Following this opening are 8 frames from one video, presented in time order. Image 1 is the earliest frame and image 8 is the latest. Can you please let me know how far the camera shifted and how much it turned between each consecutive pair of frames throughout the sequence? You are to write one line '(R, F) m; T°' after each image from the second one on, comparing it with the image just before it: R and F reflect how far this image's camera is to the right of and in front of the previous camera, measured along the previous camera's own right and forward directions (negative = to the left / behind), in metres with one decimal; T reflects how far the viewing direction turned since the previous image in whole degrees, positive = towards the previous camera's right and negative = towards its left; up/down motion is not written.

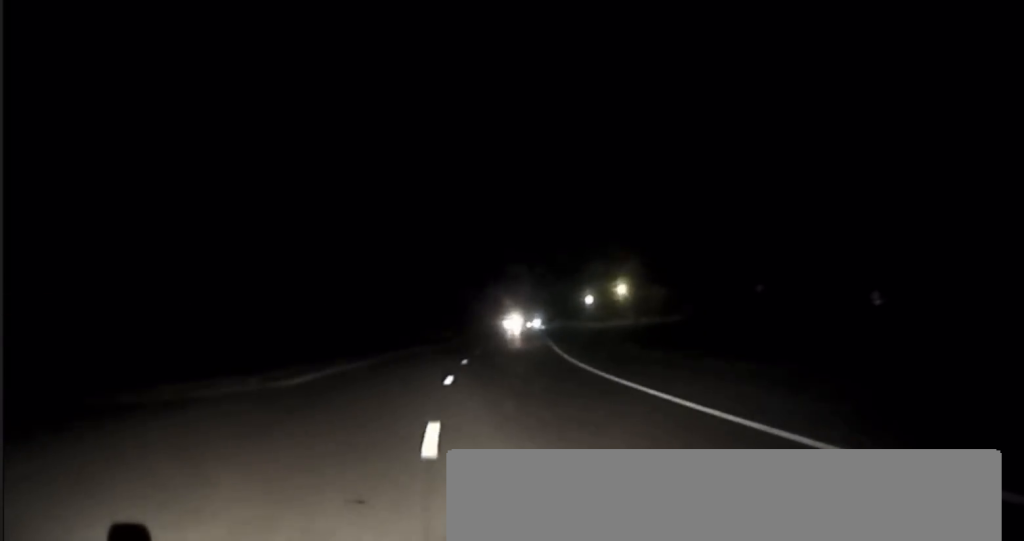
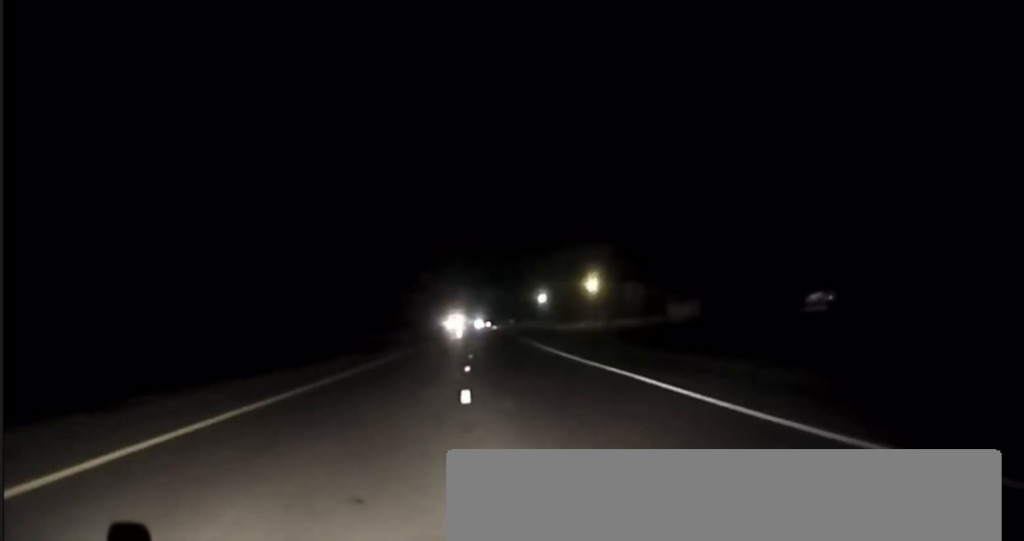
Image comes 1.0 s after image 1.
(+1.0, +31.3) m; +3°
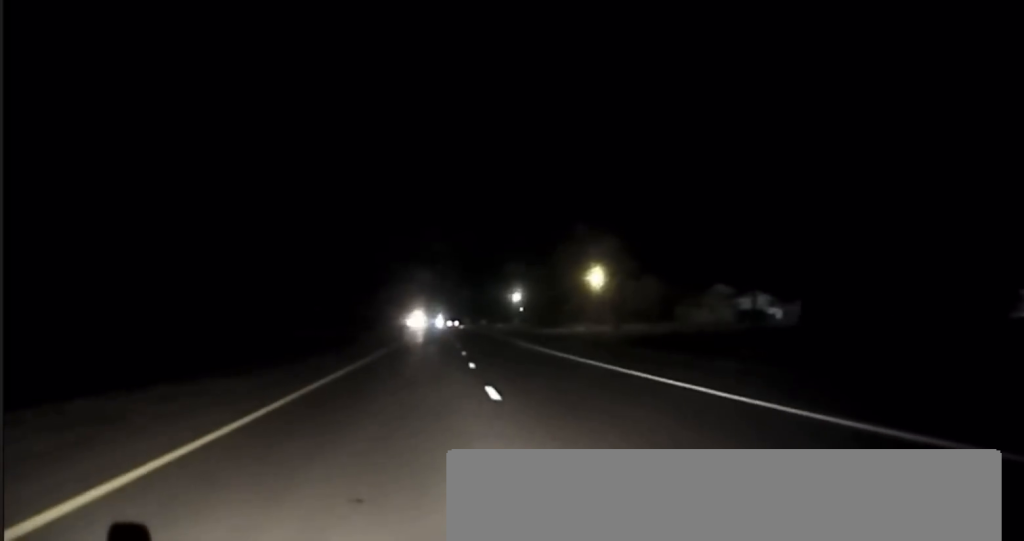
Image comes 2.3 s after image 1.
(+0.8, +38.1) m; +2°
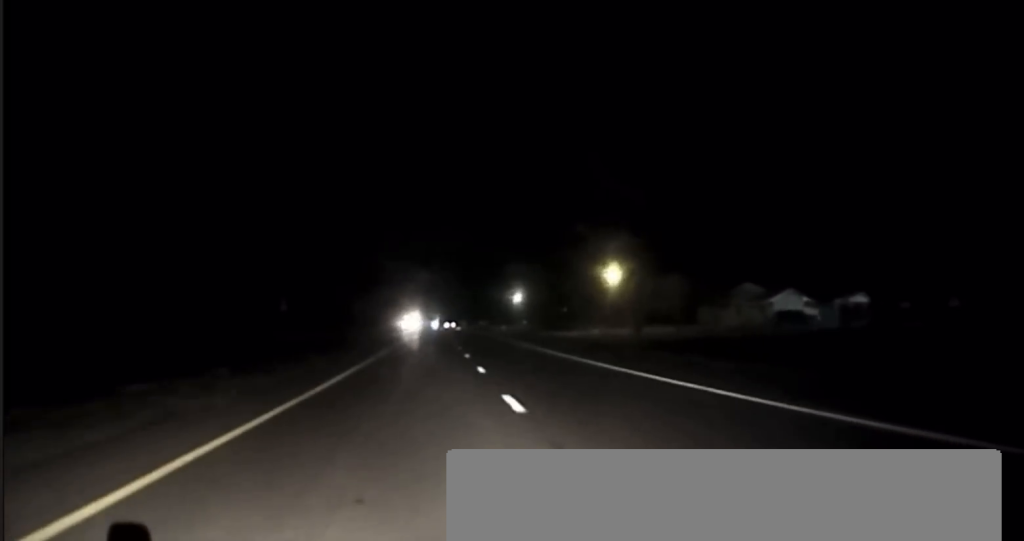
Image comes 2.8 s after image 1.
(0.0, +15.0) m; 0°
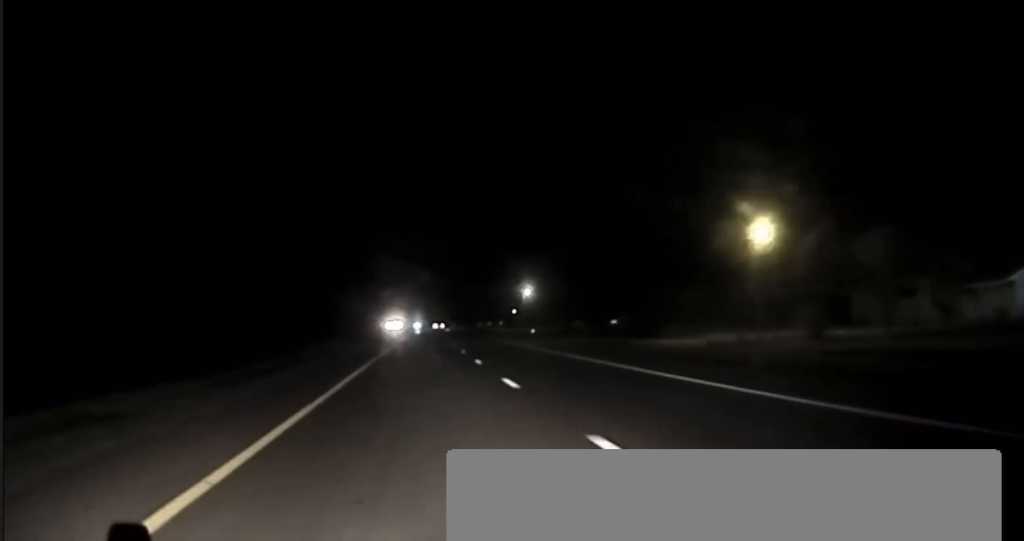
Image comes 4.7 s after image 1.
(-0.2, +56.9) m; 0°
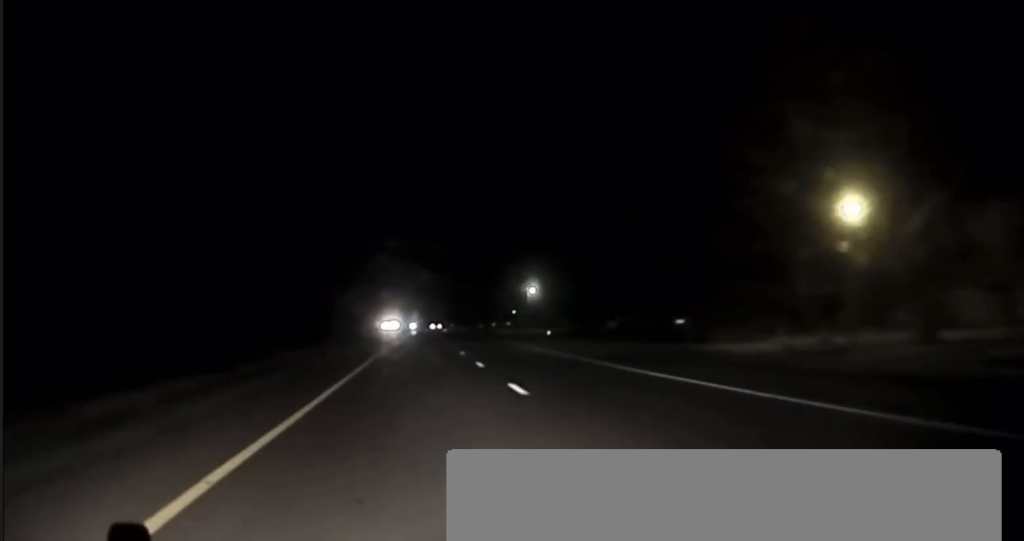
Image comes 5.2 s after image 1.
(+0.2, +14.3) m; 0°
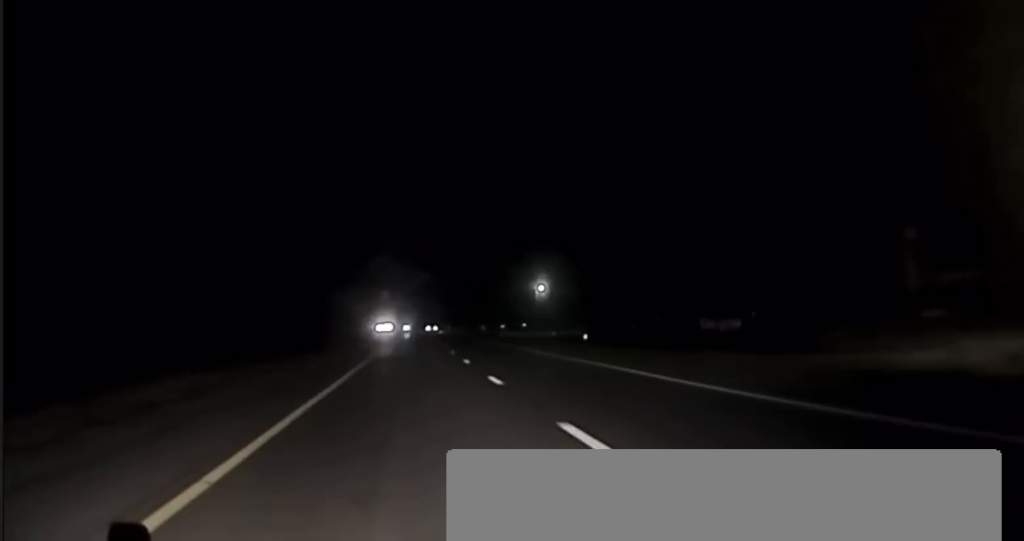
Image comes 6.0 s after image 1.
(+0.1, +20.9) m; 0°
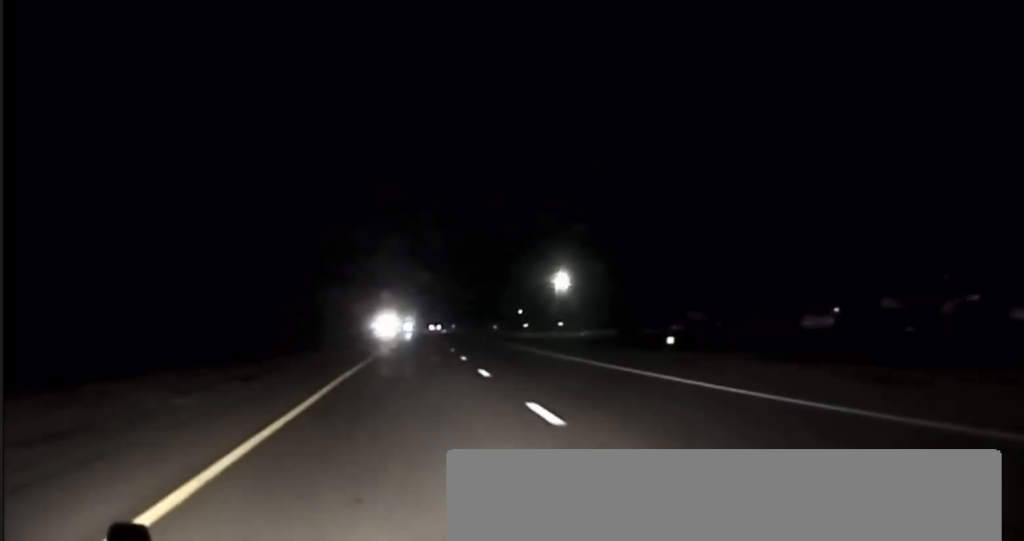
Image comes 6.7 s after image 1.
(+0.1, +21.6) m; -1°
